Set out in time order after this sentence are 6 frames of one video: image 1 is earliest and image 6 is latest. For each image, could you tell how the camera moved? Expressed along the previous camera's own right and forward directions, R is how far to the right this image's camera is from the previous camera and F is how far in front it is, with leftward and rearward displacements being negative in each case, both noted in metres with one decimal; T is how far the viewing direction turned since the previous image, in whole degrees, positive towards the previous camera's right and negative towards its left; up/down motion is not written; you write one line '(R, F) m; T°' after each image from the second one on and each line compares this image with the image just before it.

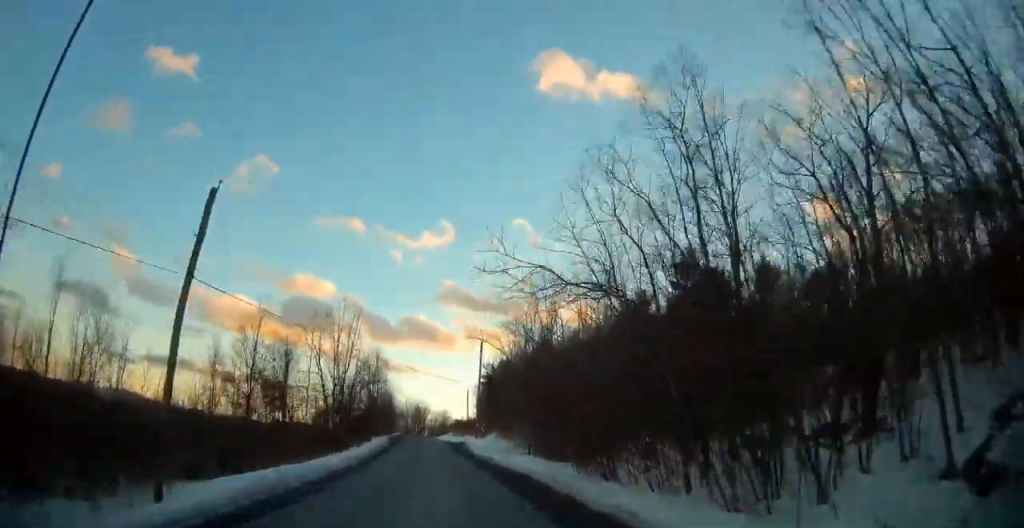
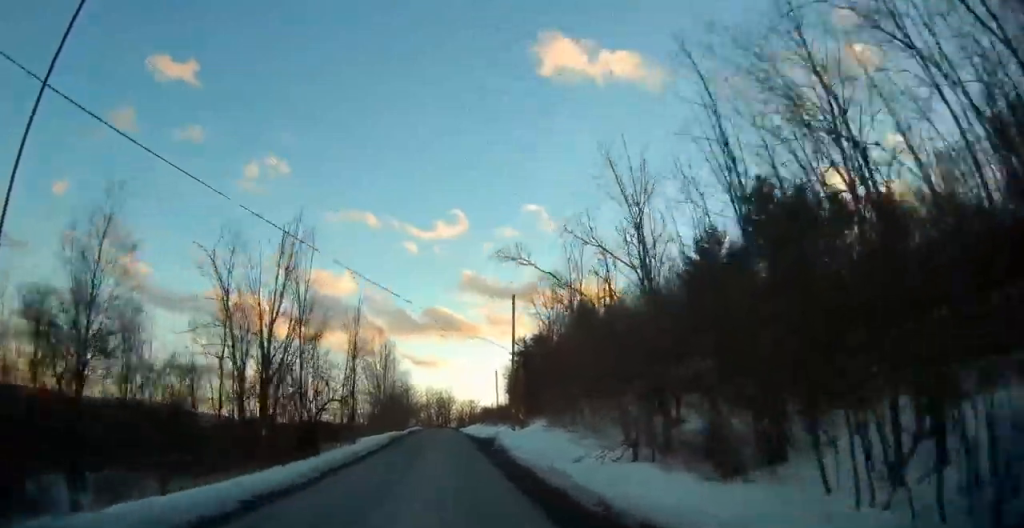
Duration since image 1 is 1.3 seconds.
(-0.2, +20.9) m; -2°
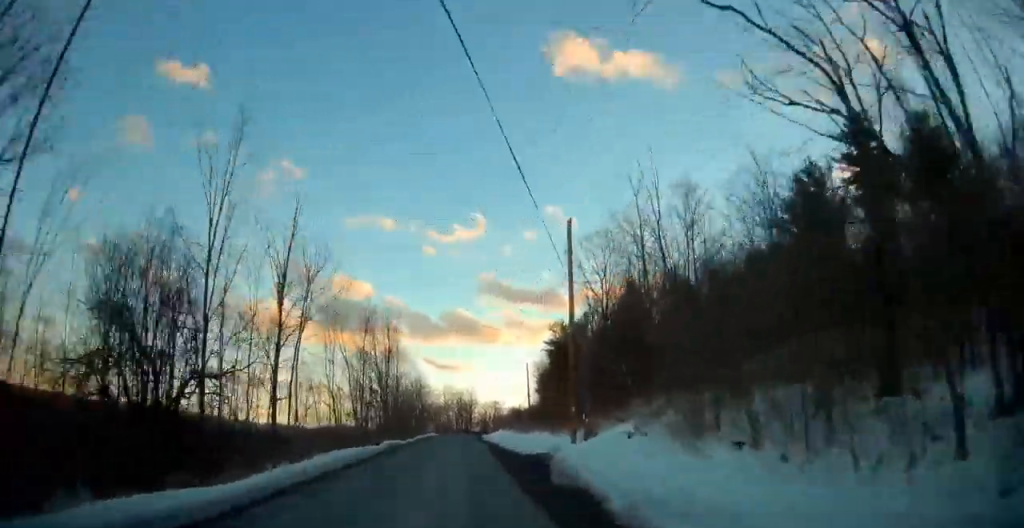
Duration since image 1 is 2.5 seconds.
(-0.6, +19.4) m; -3°
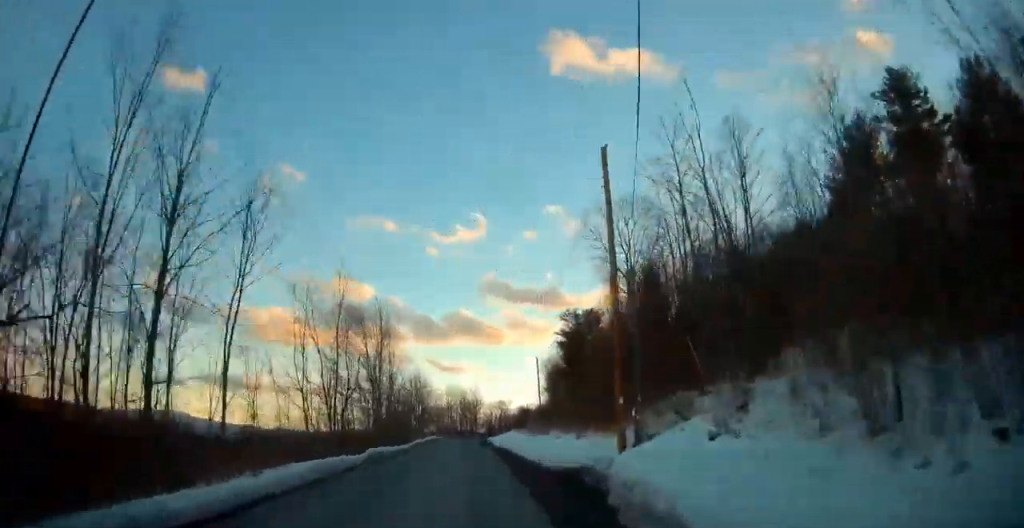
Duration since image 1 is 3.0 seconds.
(0.0, +8.8) m; -1°
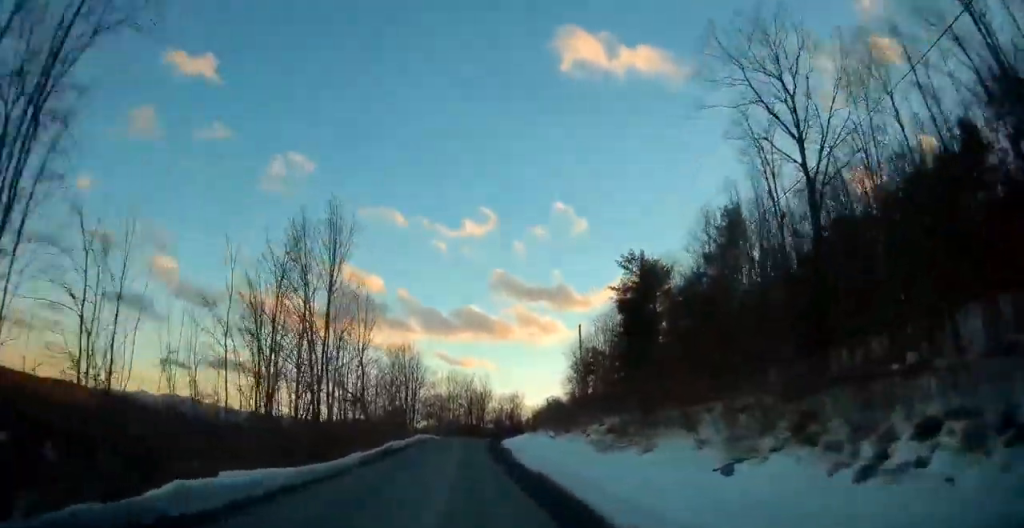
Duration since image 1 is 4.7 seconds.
(-0.5, +26.7) m; -2°
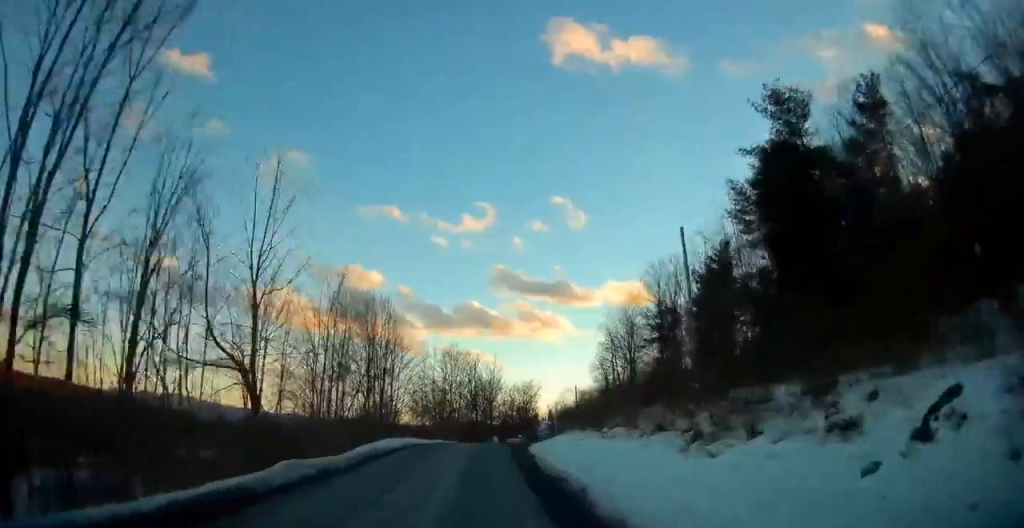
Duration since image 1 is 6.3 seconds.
(-0.1, +27.2) m; 0°
